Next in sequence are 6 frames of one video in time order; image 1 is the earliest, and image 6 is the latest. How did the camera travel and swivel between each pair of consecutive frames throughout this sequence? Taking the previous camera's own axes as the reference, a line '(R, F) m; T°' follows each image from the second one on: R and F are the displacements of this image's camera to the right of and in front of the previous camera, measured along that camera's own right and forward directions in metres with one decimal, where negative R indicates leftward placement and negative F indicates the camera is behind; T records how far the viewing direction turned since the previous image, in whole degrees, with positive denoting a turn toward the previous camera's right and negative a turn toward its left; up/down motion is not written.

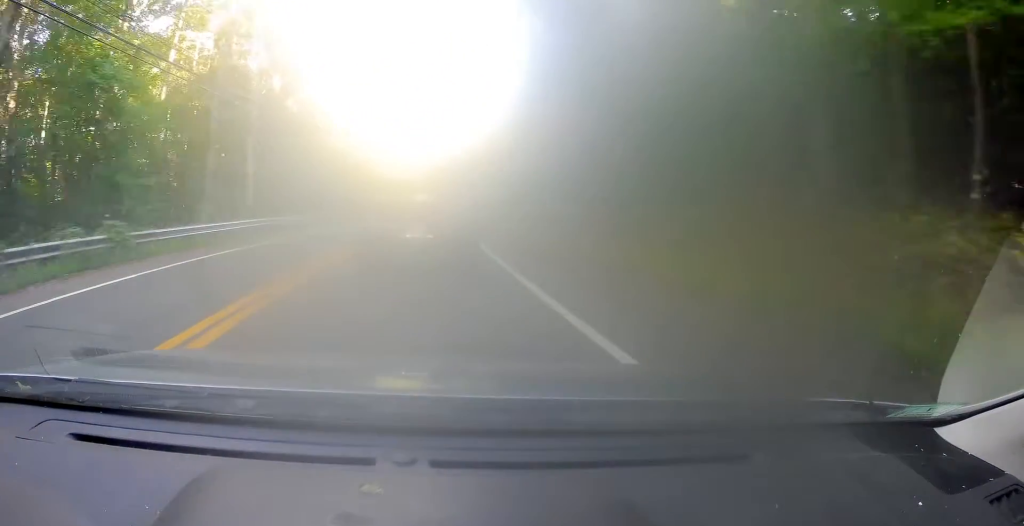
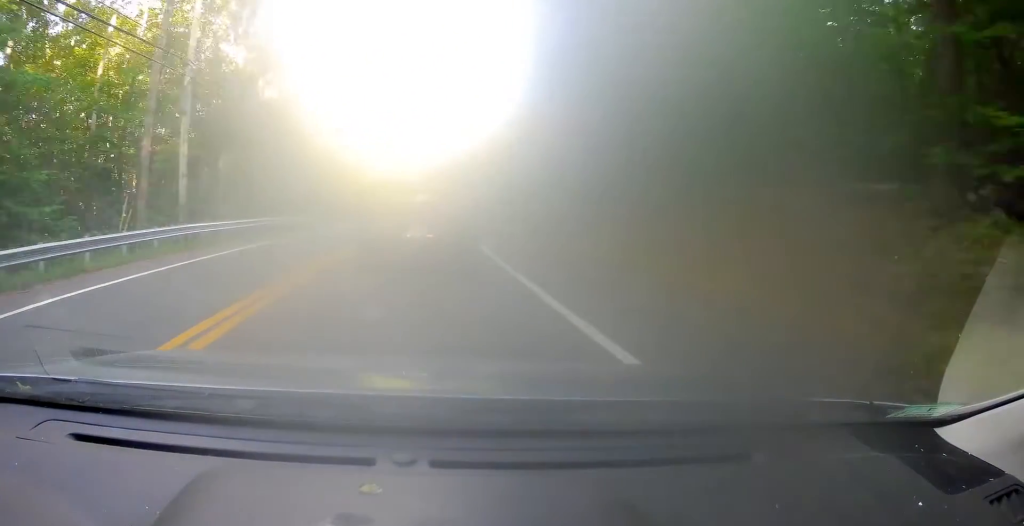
(0.0, +7.3) m; +1°
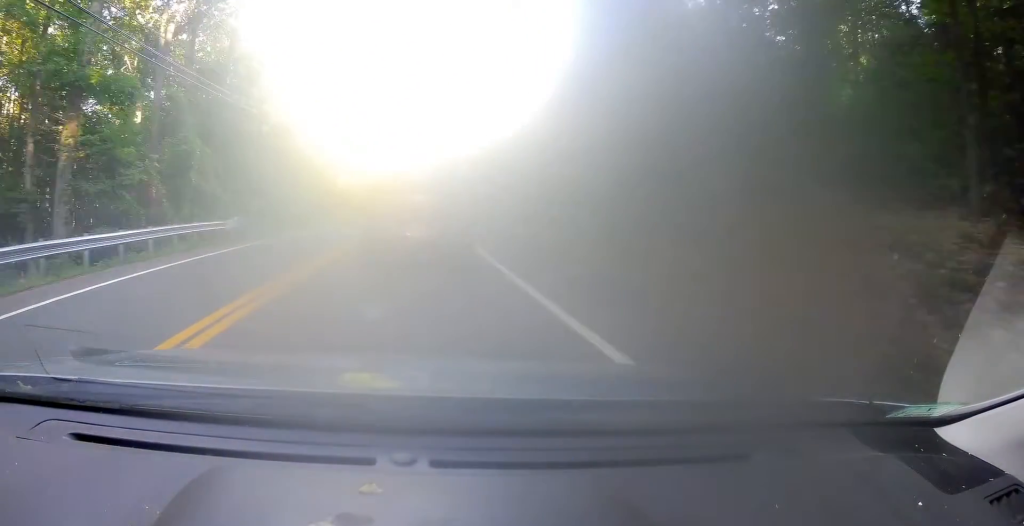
(+0.2, +15.1) m; +1°
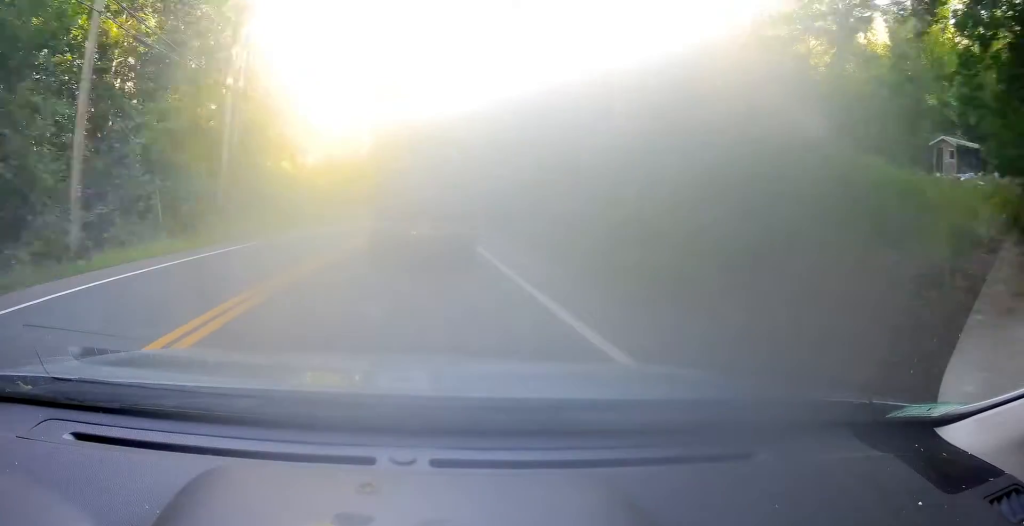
(-0.1, +25.6) m; 0°
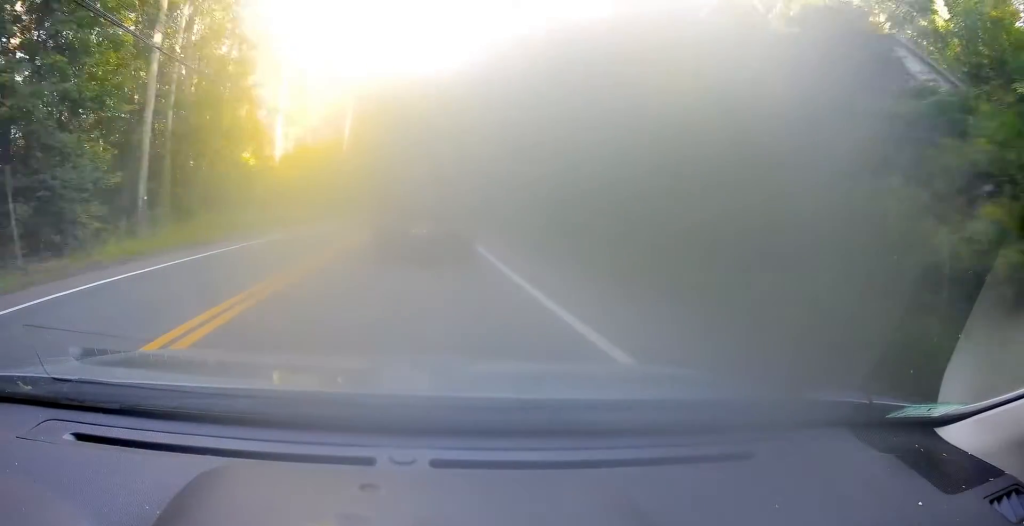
(+0.1, +9.9) m; +1°
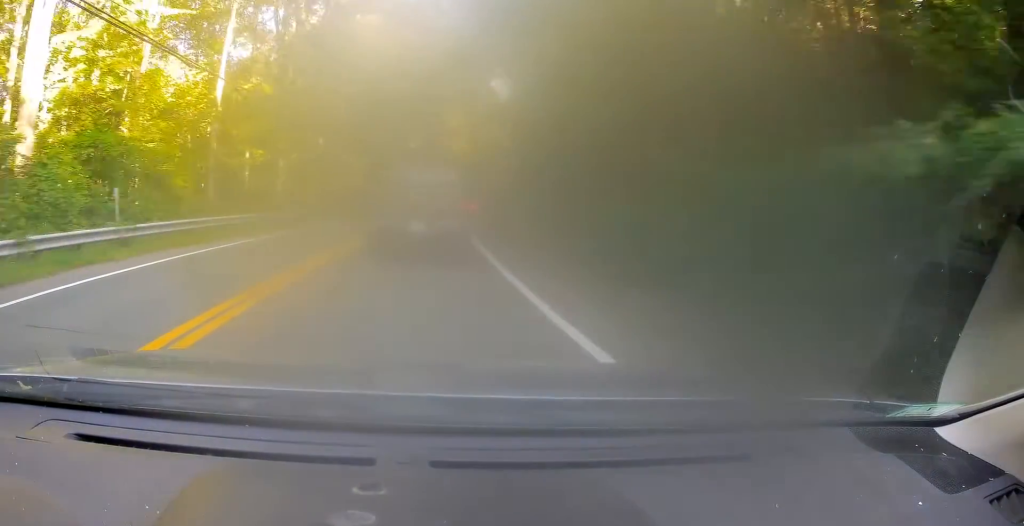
(+1.3, +31.3) m; +6°
